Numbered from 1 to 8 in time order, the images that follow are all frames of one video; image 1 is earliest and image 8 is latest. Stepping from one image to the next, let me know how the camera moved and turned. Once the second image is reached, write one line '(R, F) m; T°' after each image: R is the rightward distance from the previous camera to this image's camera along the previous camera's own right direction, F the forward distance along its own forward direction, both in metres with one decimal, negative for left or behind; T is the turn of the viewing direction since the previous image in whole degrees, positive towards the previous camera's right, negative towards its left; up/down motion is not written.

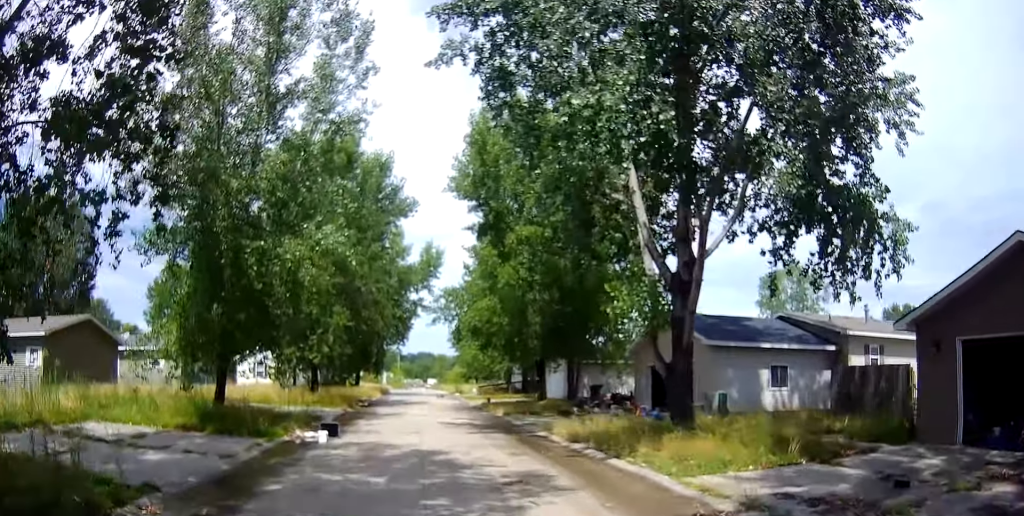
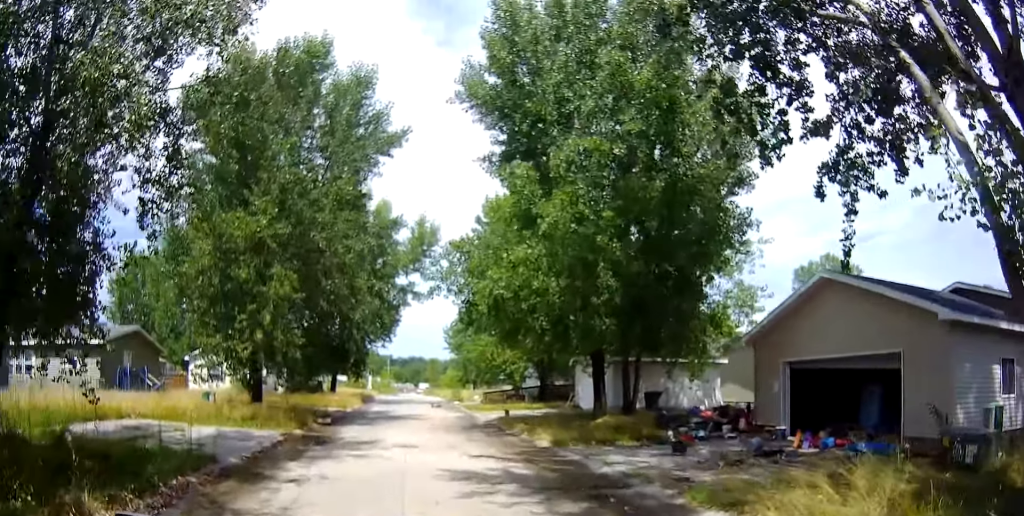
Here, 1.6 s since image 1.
(0.0, +10.9) m; 0°
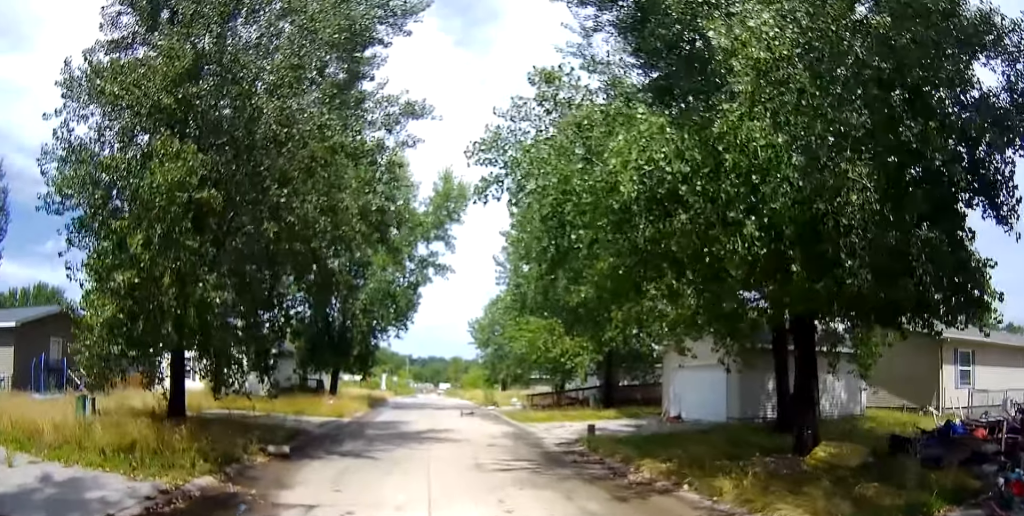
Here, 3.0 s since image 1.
(0.0, +9.9) m; 0°
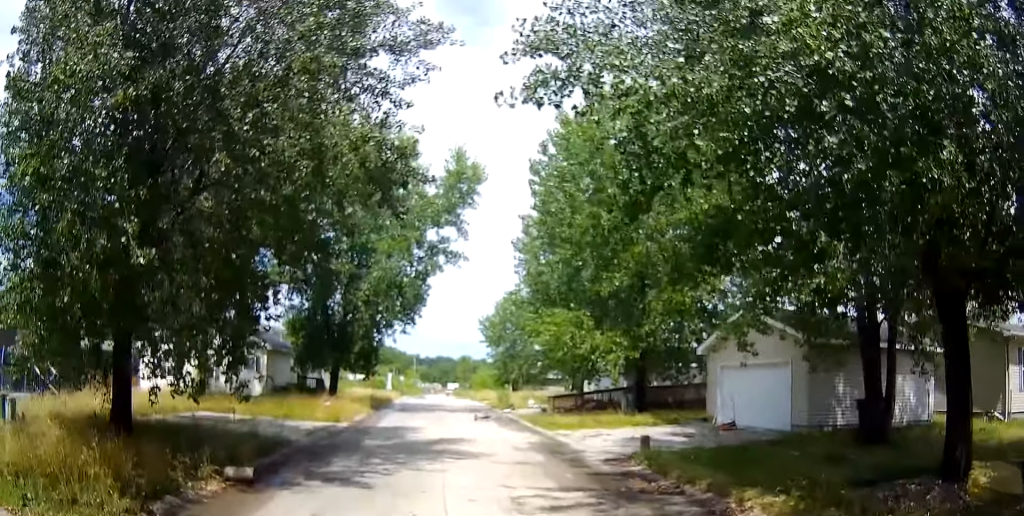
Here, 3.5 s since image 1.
(0.0, +3.5) m; 0°
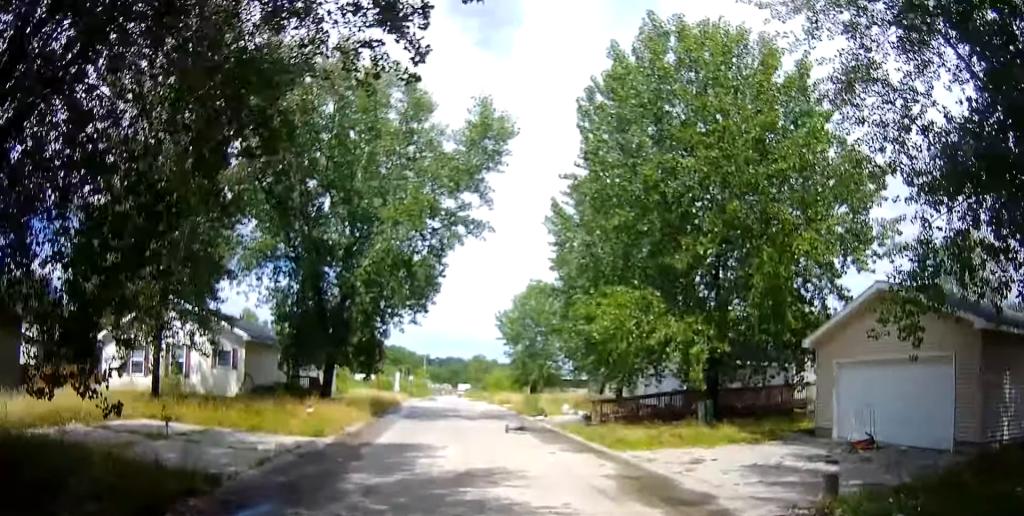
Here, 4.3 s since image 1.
(0.0, +6.4) m; 0°
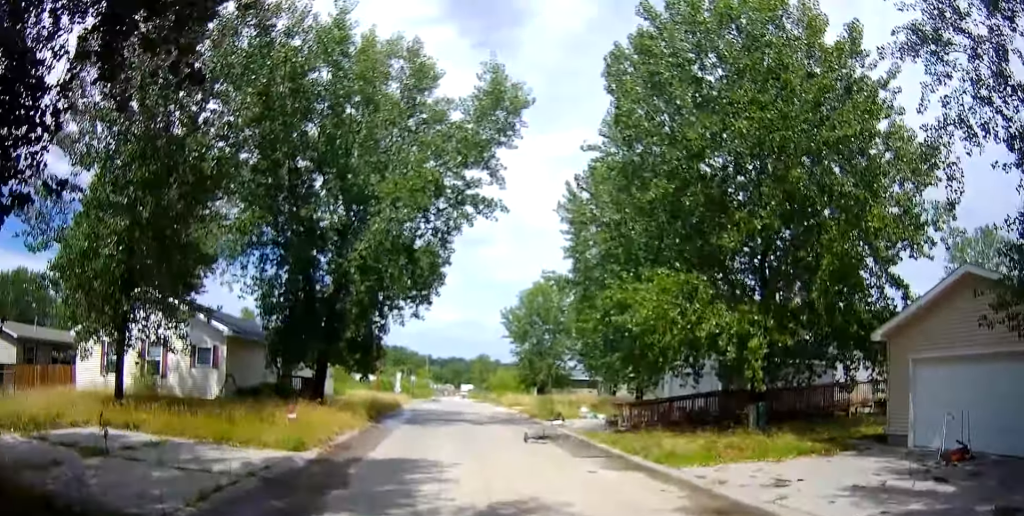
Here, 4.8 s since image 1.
(0.0, +3.0) m; 0°
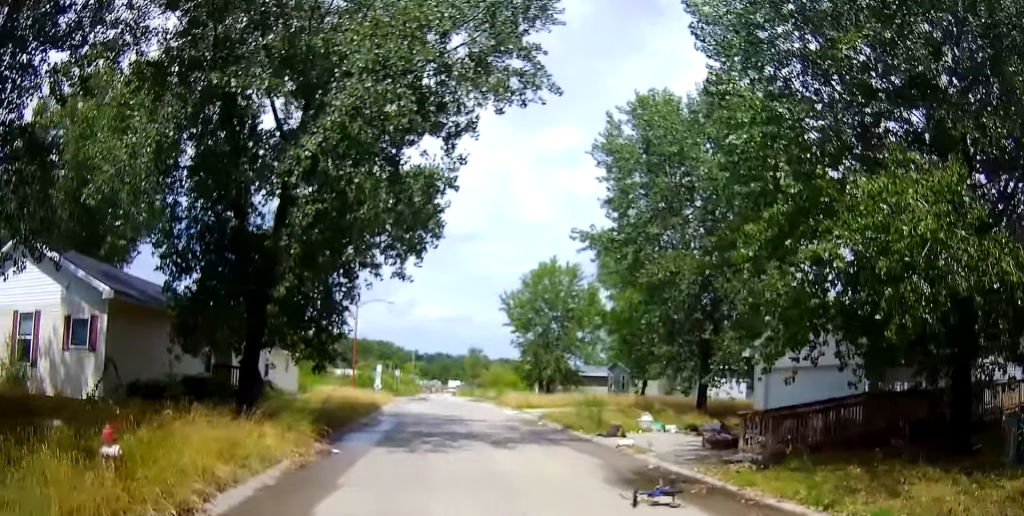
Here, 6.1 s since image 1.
(0.0, +9.3) m; 0°
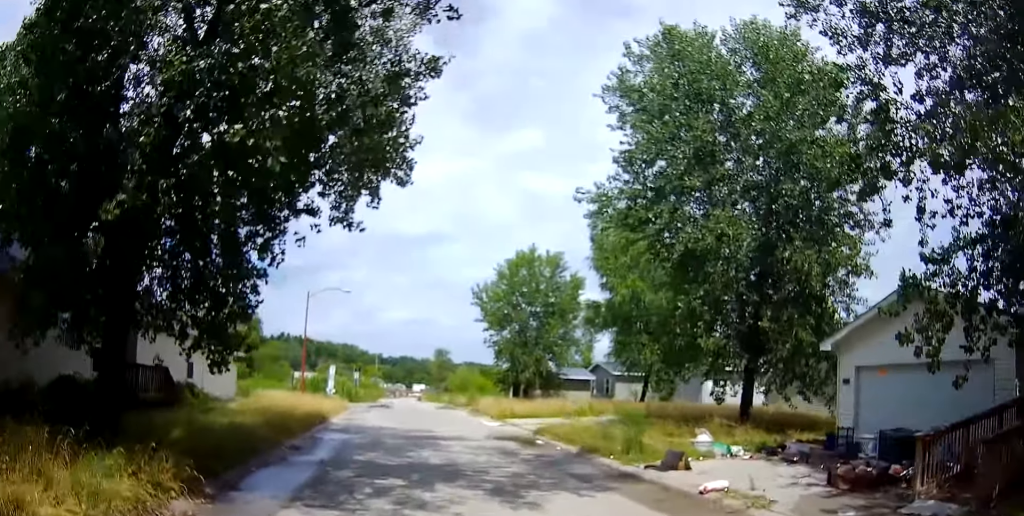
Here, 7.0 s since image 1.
(0.0, +6.3) m; 0°
